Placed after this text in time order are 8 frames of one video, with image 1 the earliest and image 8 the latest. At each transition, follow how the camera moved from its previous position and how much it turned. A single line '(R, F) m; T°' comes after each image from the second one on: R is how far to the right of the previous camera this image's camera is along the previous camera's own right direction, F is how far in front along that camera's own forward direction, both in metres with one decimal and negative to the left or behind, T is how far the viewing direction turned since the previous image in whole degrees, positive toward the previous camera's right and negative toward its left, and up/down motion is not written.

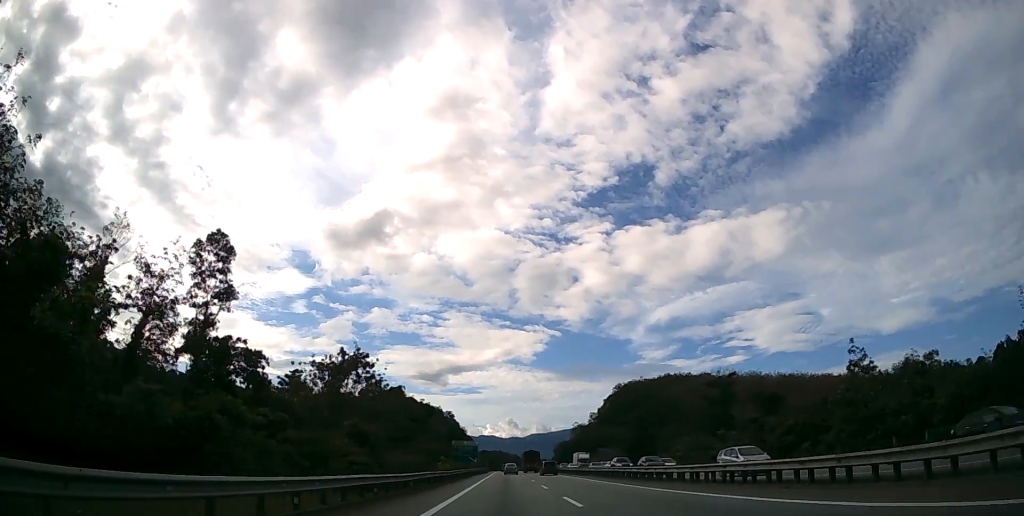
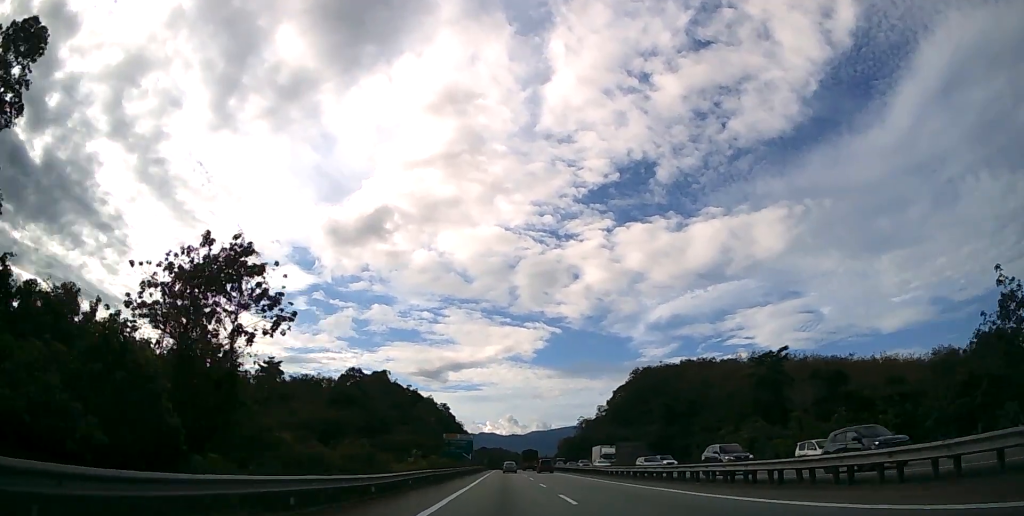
(0.0, +23.0) m; 0°
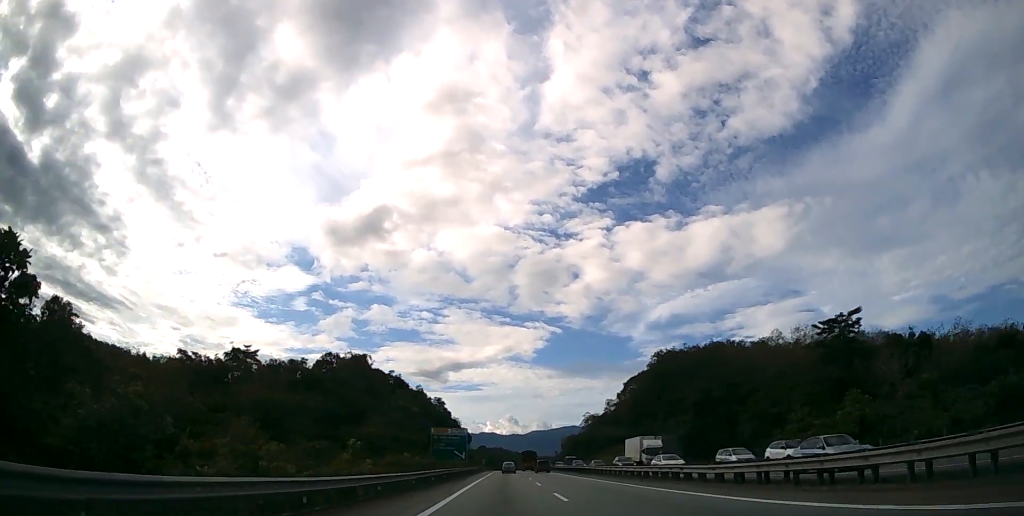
(0.0, +22.1) m; 0°
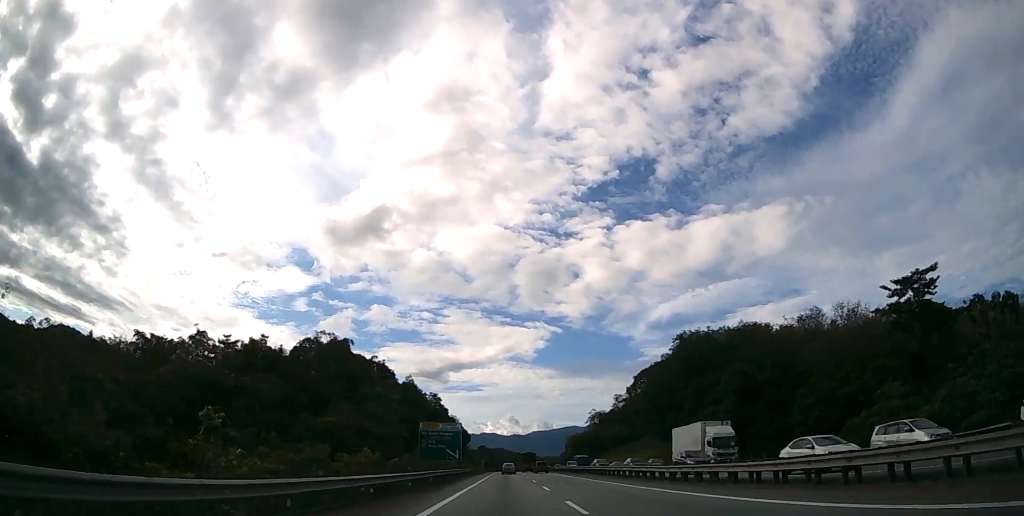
(0.0, +16.6) m; 0°
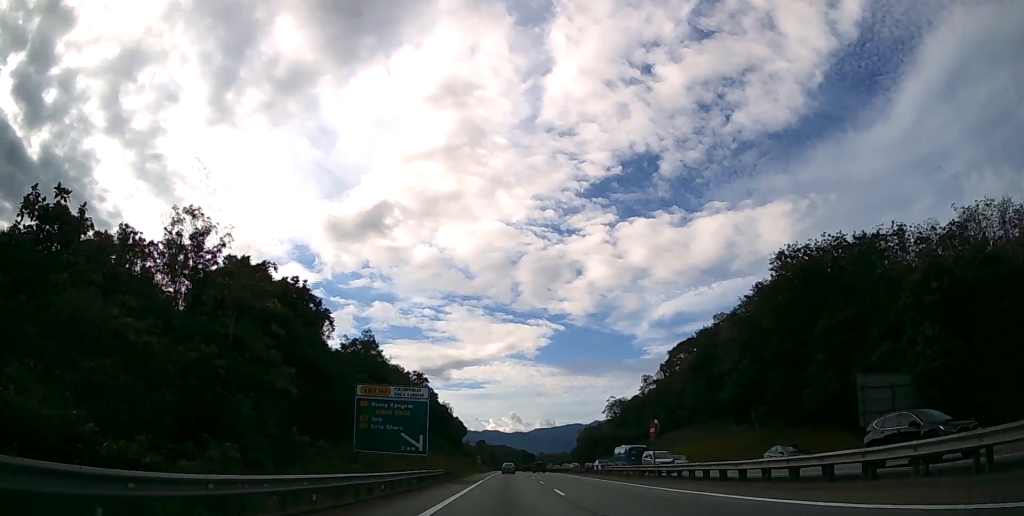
(0.0, +42.5) m; 0°
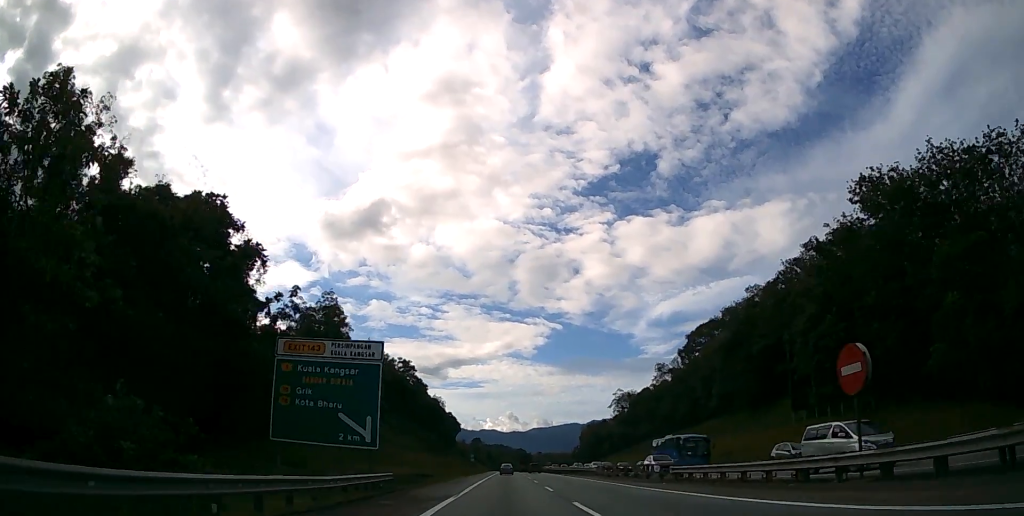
(0.0, +19.8) m; 0°
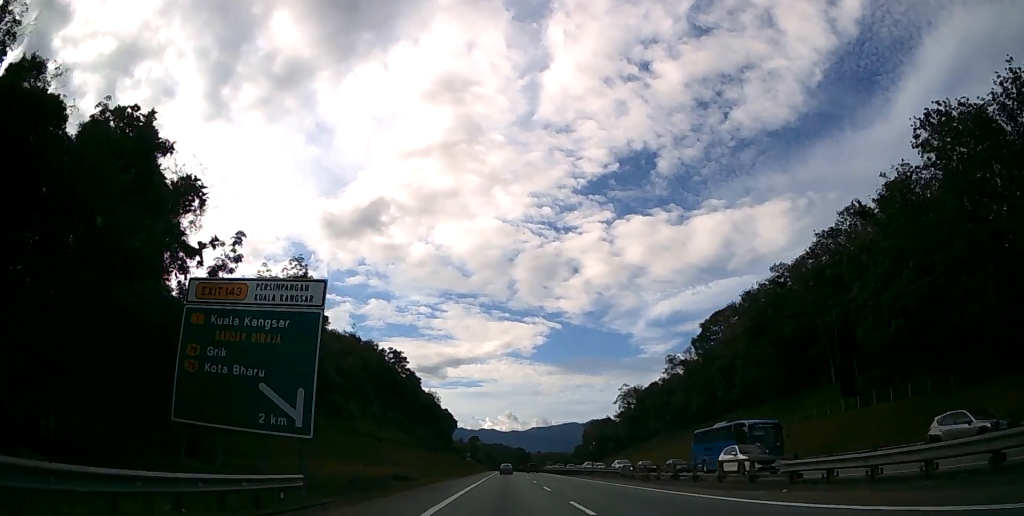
(0.0, +11.7) m; 0°
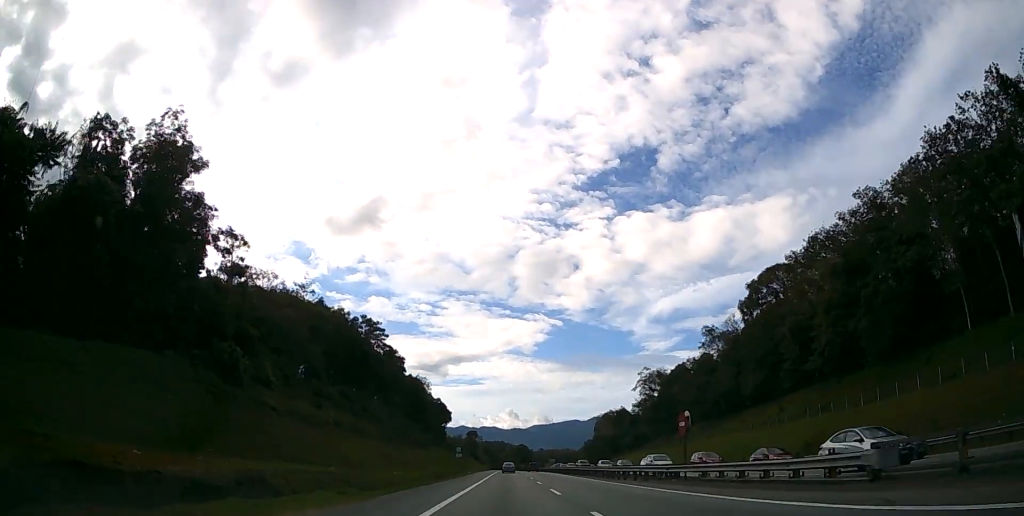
(0.0, +27.9) m; 0°
